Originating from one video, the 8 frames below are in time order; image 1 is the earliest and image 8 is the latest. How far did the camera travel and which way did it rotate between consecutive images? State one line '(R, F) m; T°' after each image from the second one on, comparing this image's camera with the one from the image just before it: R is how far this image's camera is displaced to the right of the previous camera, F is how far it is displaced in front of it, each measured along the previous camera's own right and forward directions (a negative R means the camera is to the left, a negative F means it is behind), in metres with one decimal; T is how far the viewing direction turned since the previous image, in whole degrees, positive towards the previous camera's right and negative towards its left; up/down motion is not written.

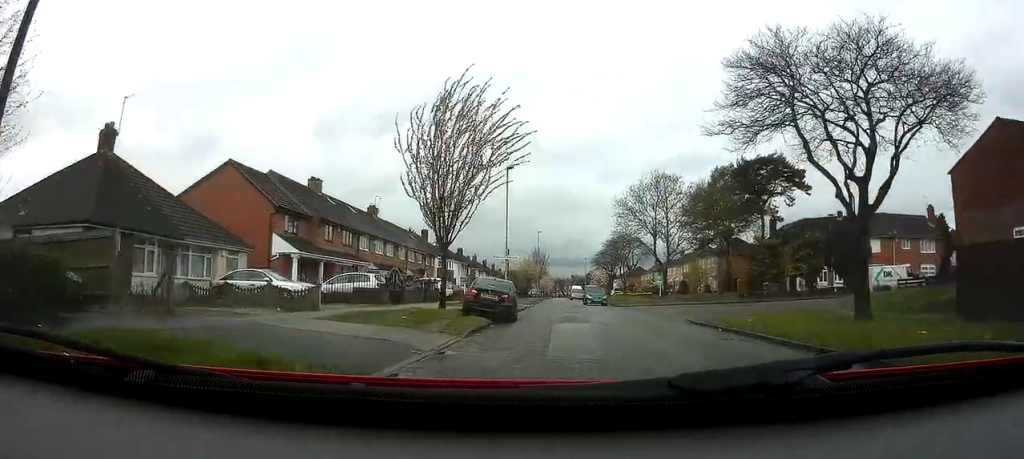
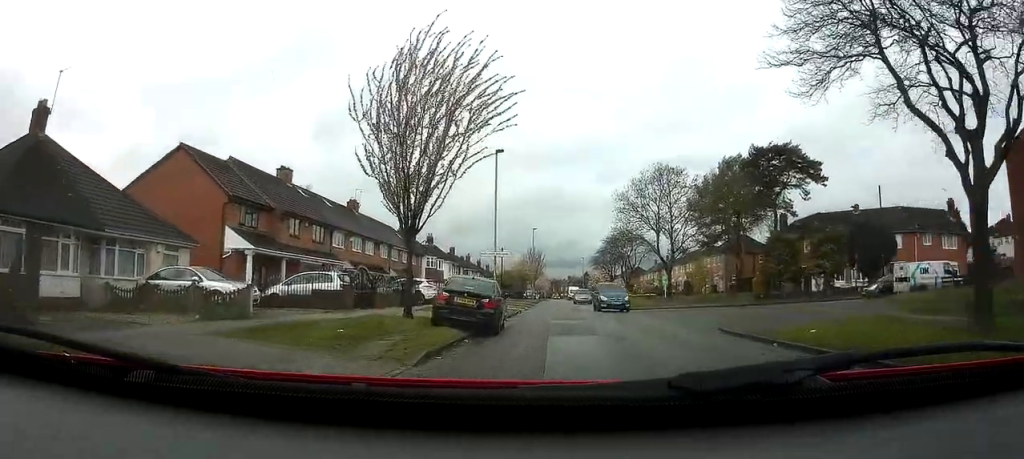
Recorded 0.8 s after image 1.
(-0.1, +4.6) m; 0°
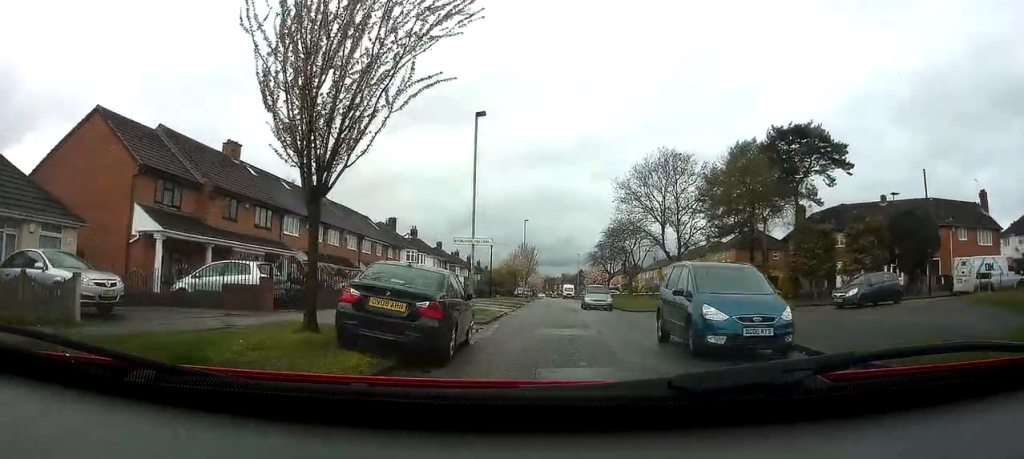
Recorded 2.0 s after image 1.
(+0.3, +6.5) m; +7°
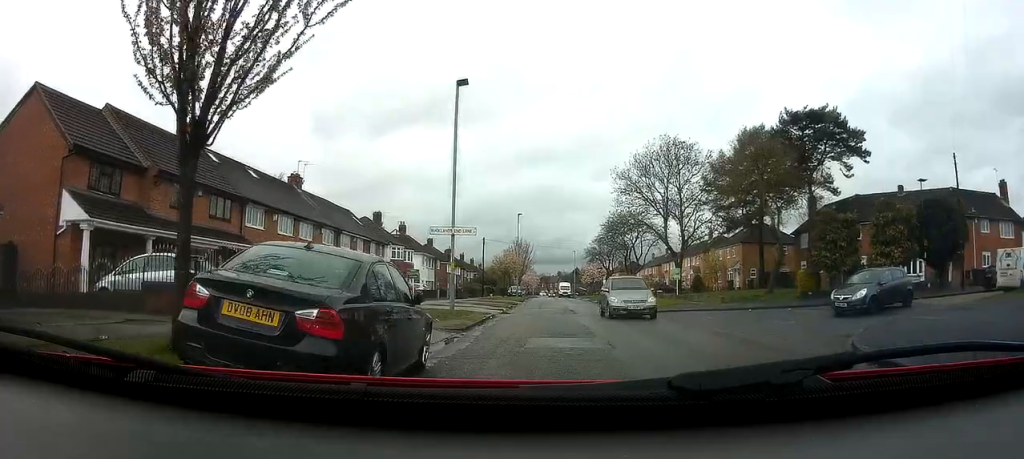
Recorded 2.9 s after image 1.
(+0.1, +3.9) m; 0°
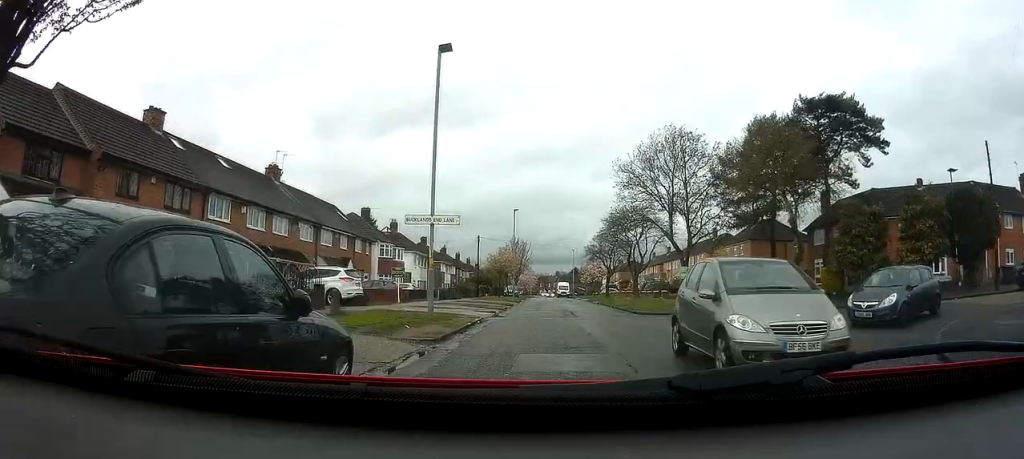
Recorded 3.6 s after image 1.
(-0.2, +3.4) m; -2°
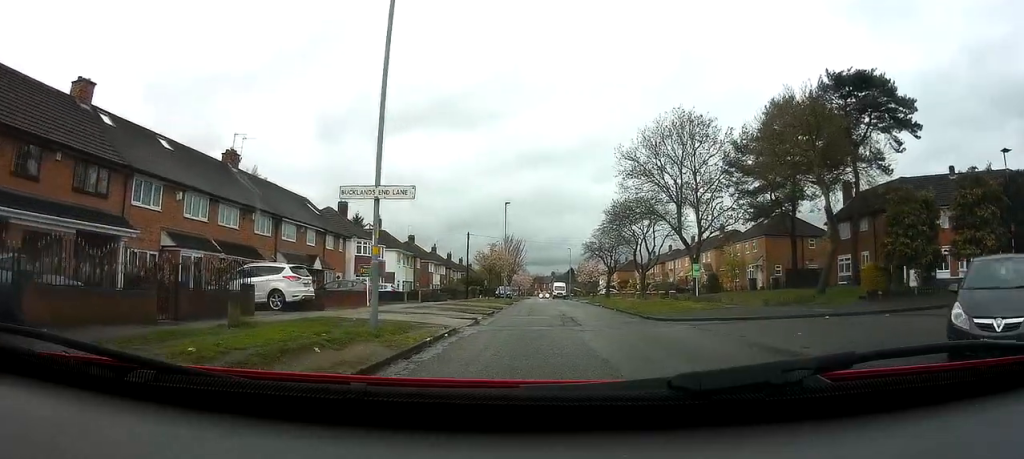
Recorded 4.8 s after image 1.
(+0.2, +5.1) m; +7°
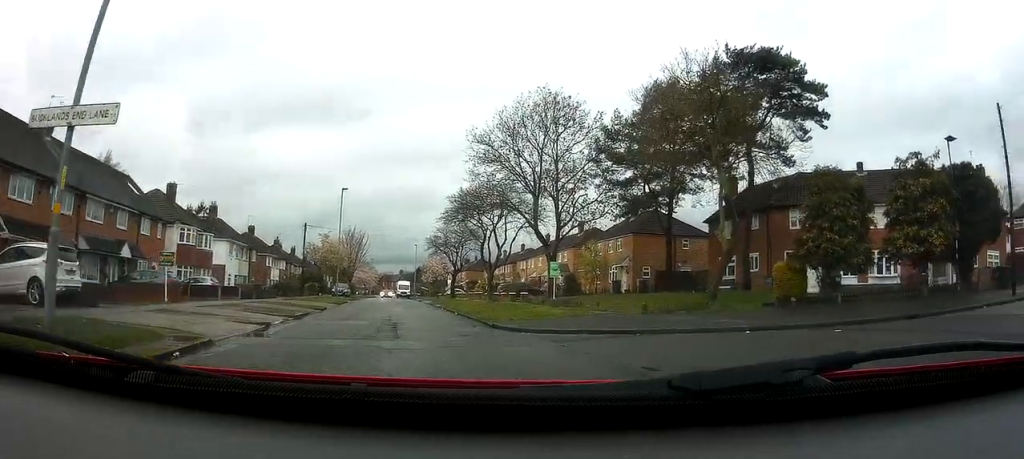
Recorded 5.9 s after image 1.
(+0.4, +5.1) m; +13°
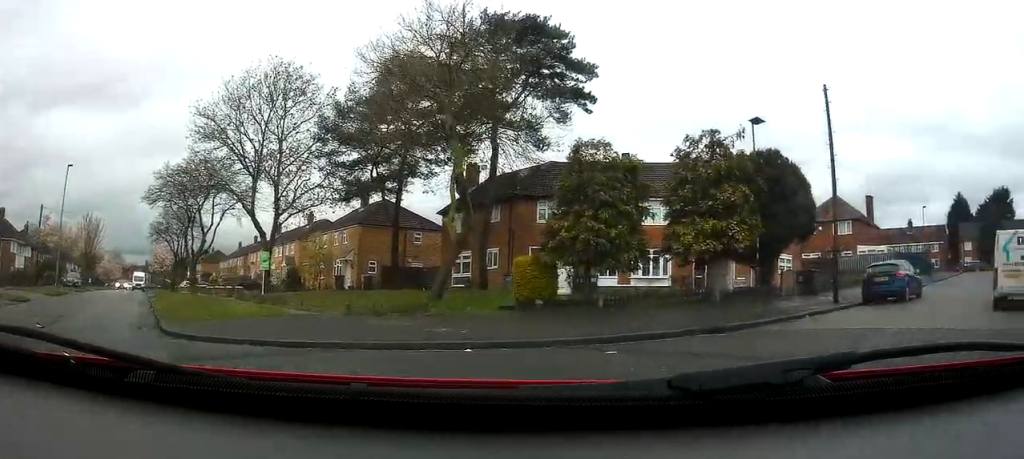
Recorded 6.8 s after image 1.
(+0.4, +3.8) m; +19°
